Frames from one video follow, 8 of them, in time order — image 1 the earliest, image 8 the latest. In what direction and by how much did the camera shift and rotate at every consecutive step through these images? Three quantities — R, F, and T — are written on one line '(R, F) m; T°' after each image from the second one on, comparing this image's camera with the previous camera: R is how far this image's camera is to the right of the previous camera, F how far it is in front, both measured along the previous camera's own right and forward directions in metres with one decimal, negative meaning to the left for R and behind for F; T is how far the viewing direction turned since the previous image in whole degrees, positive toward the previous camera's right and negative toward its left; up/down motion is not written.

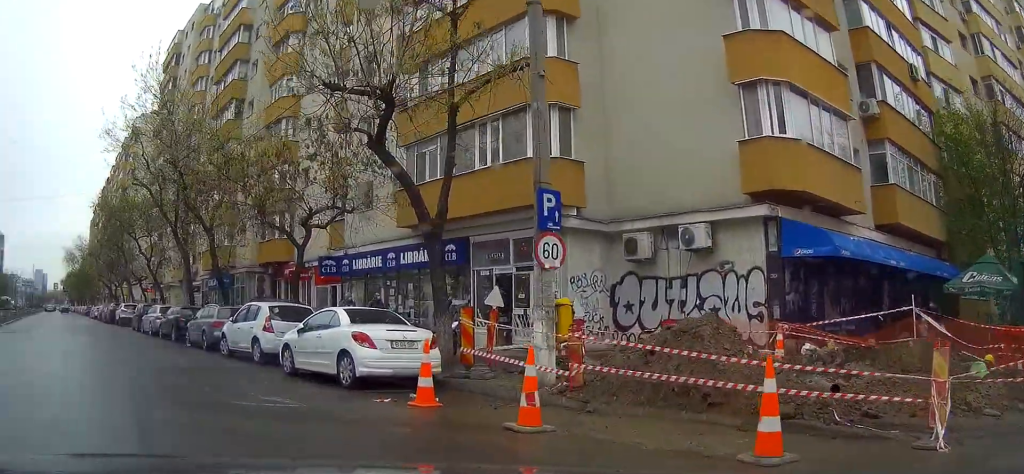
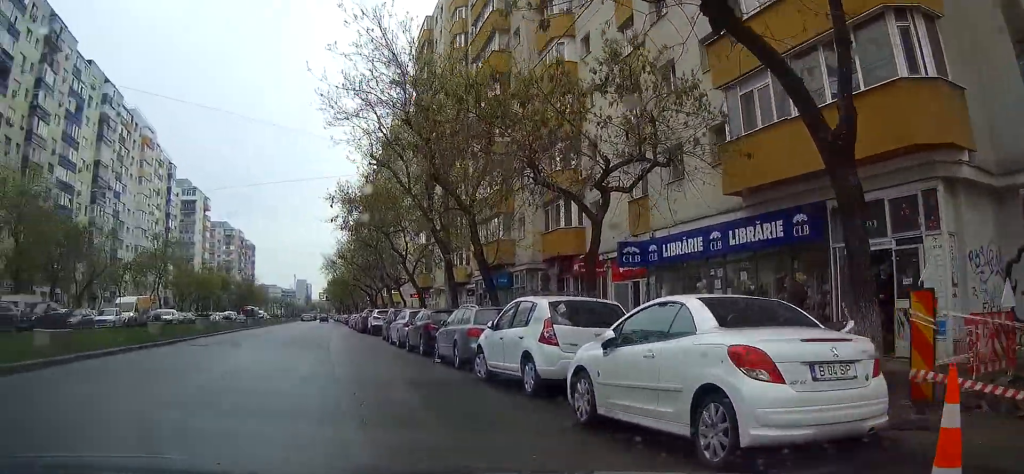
(-1.2, +6.7) m; -19°
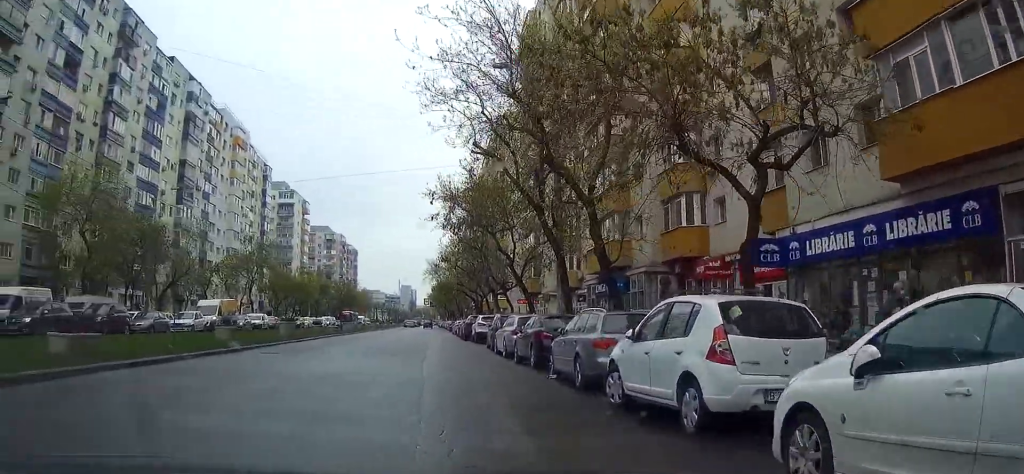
(-0.2, +3.4) m; -6°
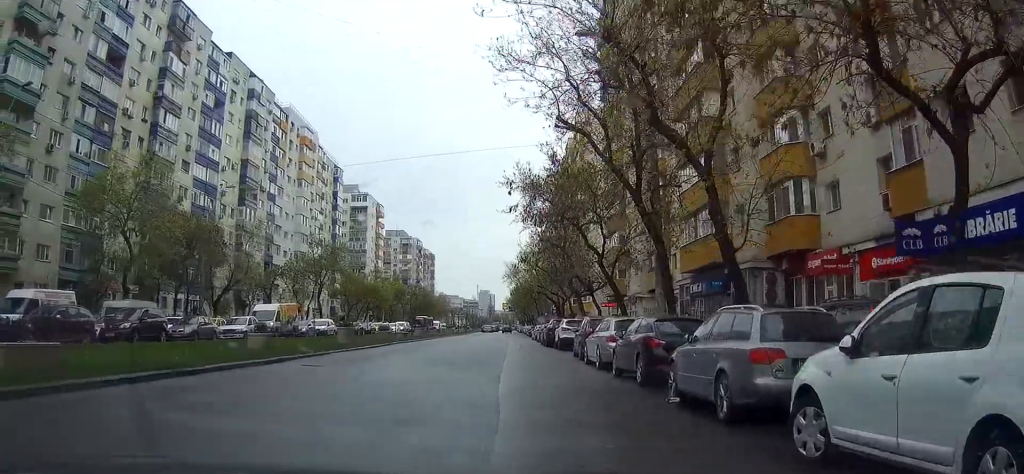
(-0.4, +4.4) m; -5°
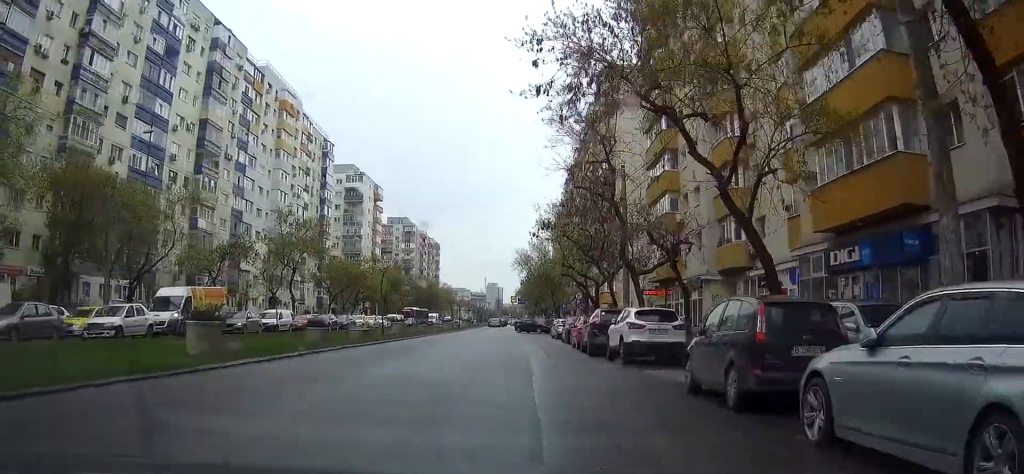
(-1.4, +17.1) m; -5°
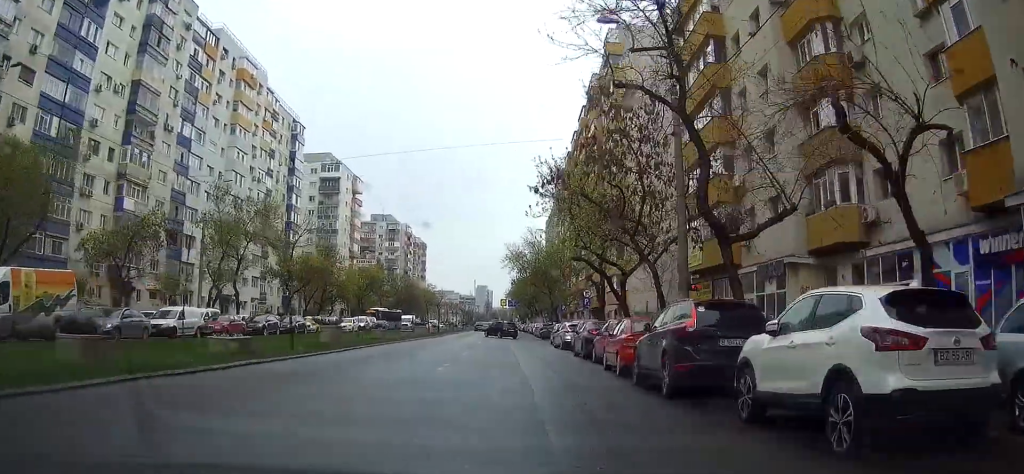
(+0.4, +15.7) m; +4°
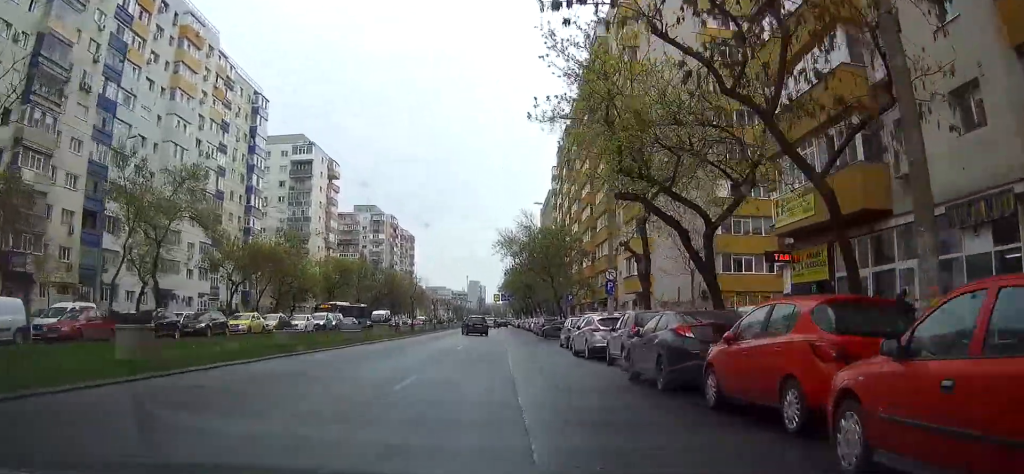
(+0.6, +16.0) m; +1°
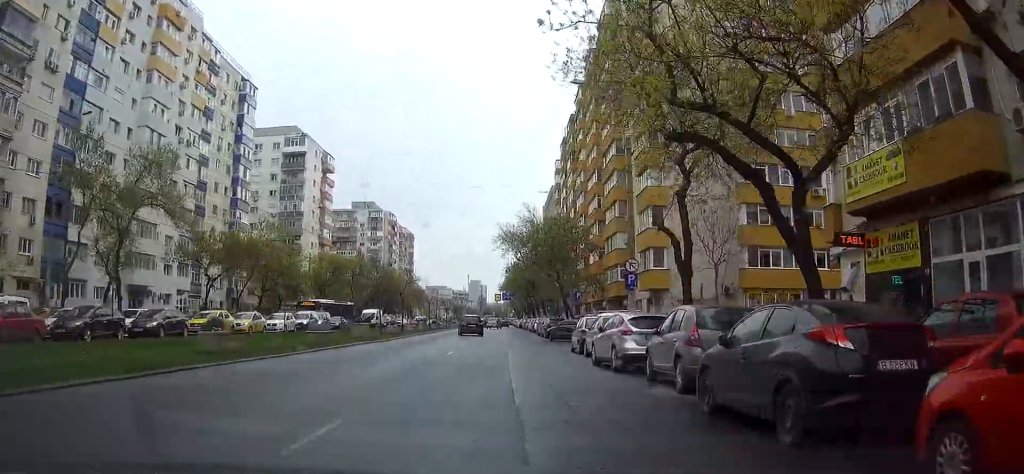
(0.0, +6.0) m; 0°
